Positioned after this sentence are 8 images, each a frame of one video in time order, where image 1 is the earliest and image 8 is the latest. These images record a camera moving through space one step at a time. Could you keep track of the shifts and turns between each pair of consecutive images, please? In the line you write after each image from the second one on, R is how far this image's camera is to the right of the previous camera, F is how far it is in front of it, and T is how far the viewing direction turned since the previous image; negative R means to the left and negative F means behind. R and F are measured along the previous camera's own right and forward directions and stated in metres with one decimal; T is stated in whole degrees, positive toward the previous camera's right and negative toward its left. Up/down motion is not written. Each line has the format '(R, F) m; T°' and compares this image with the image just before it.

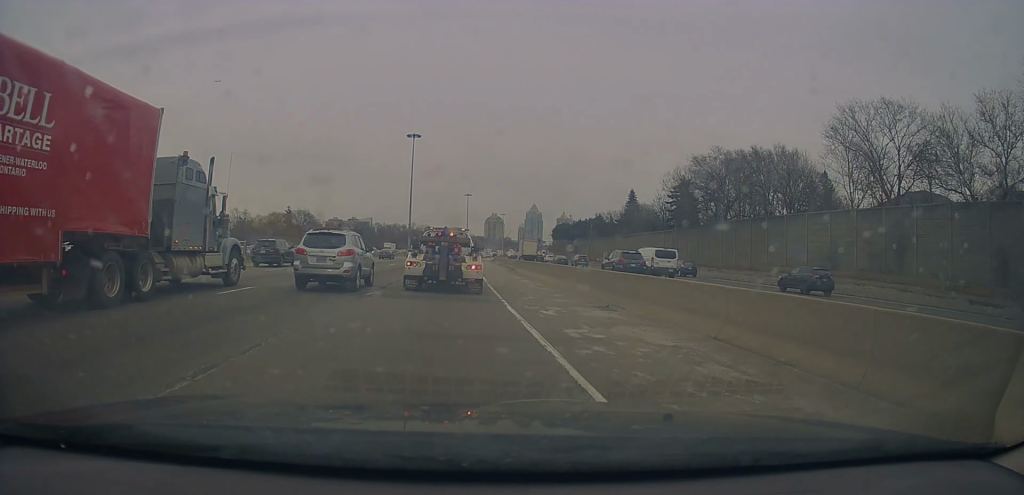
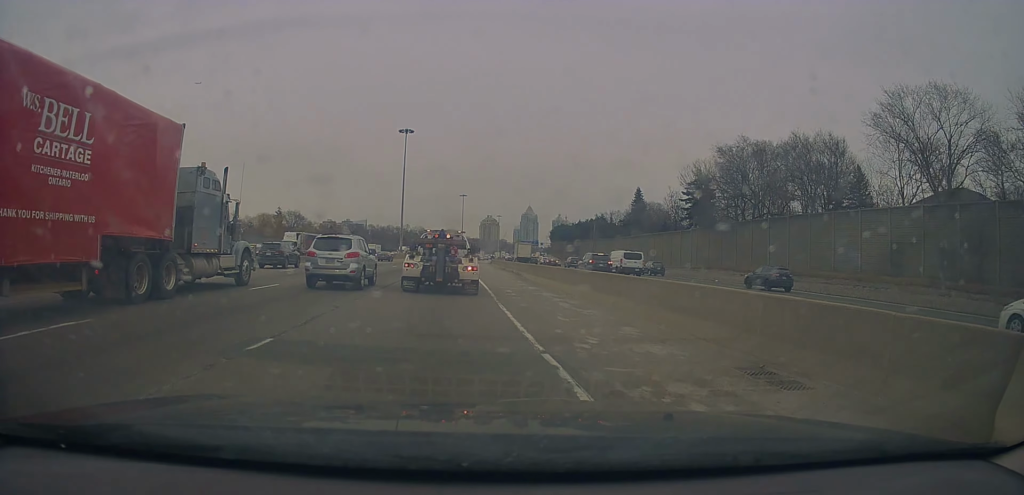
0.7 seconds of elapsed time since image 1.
(0.0, +8.6) m; +1°
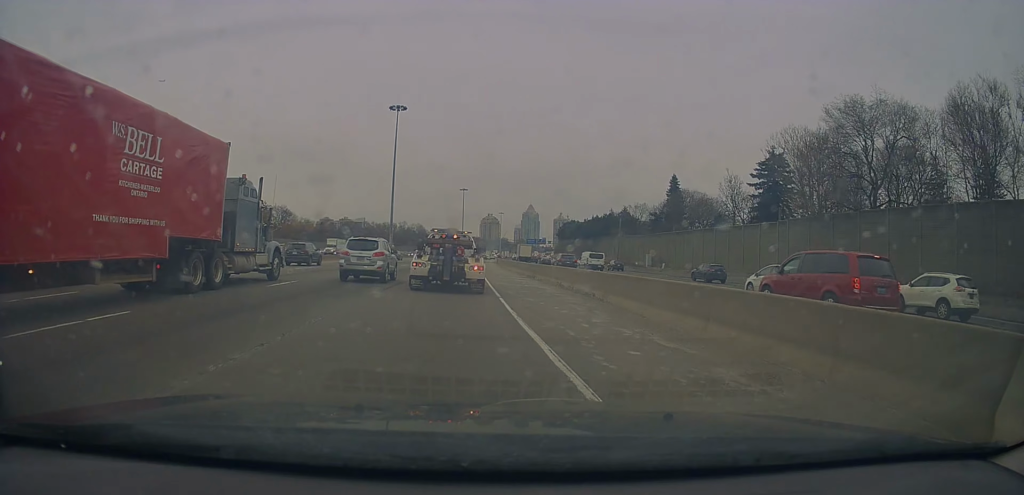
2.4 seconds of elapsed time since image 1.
(+0.2, +22.8) m; -1°
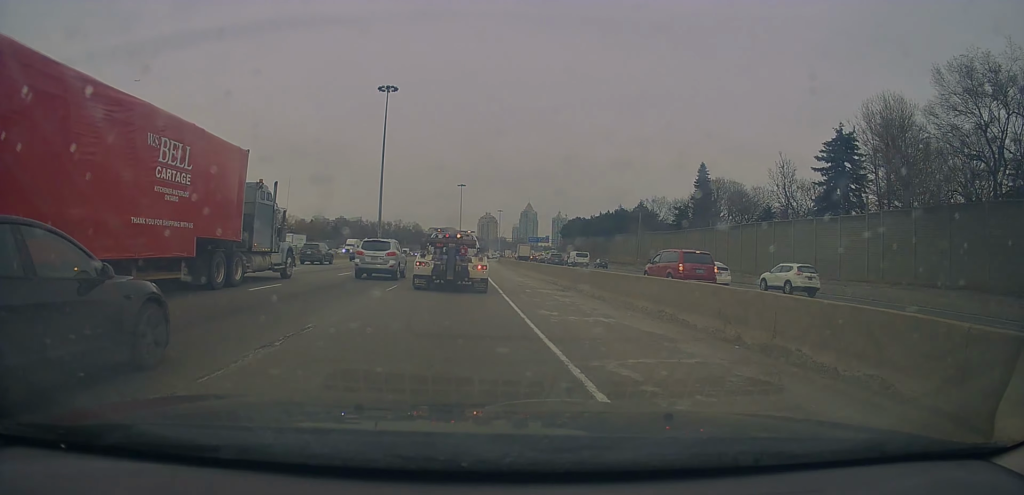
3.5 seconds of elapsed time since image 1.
(-0.2, +13.0) m; -1°
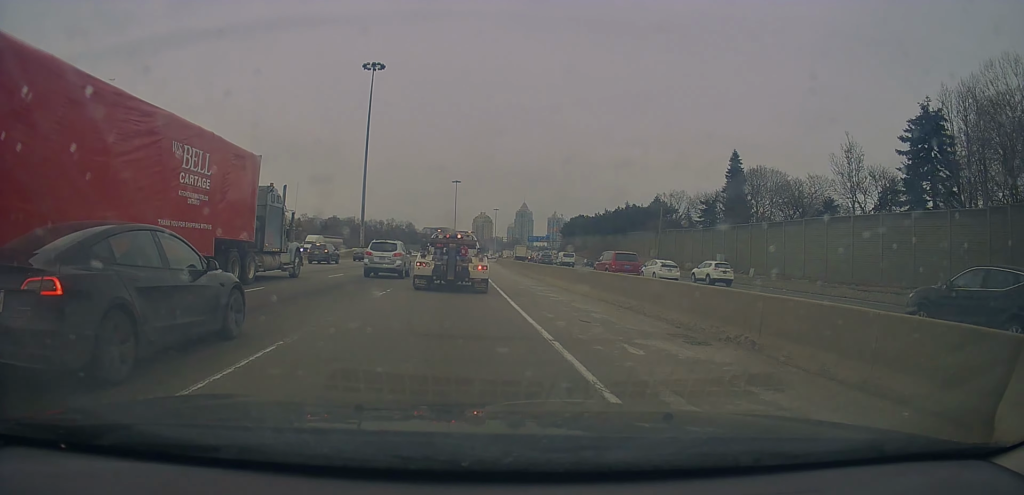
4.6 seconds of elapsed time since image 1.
(0.0, +12.5) m; +2°
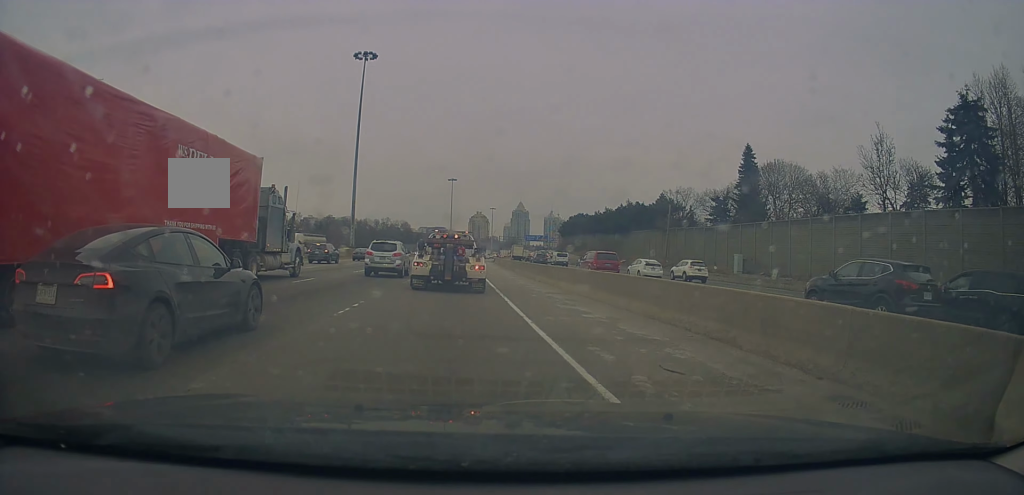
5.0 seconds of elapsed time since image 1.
(+0.2, +5.4) m; 0°
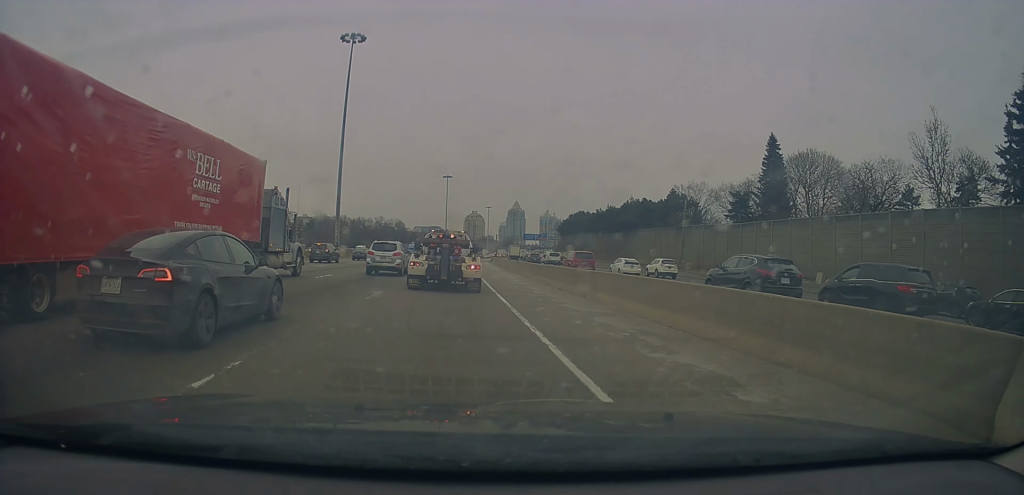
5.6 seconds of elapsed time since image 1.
(+0.2, +7.9) m; 0°
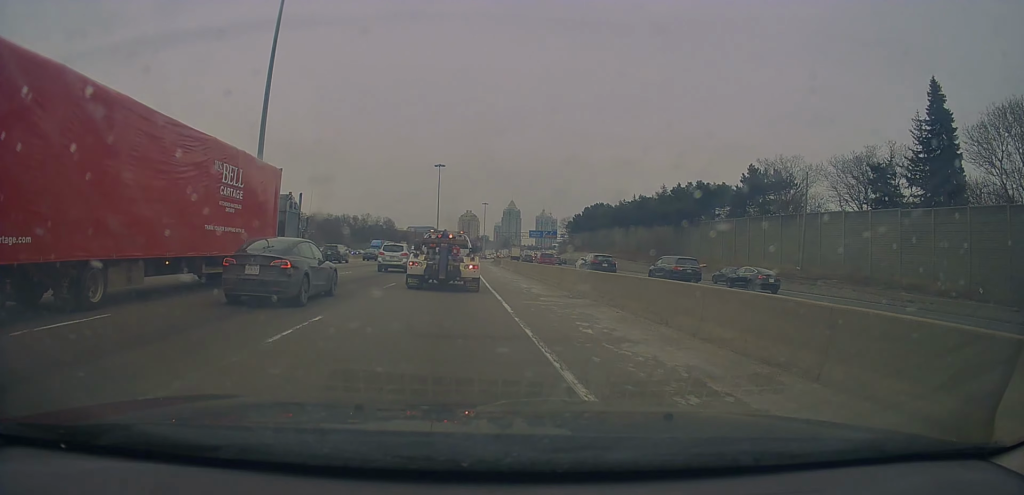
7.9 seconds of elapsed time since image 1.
(-0.3, +33.6) m; +1°
